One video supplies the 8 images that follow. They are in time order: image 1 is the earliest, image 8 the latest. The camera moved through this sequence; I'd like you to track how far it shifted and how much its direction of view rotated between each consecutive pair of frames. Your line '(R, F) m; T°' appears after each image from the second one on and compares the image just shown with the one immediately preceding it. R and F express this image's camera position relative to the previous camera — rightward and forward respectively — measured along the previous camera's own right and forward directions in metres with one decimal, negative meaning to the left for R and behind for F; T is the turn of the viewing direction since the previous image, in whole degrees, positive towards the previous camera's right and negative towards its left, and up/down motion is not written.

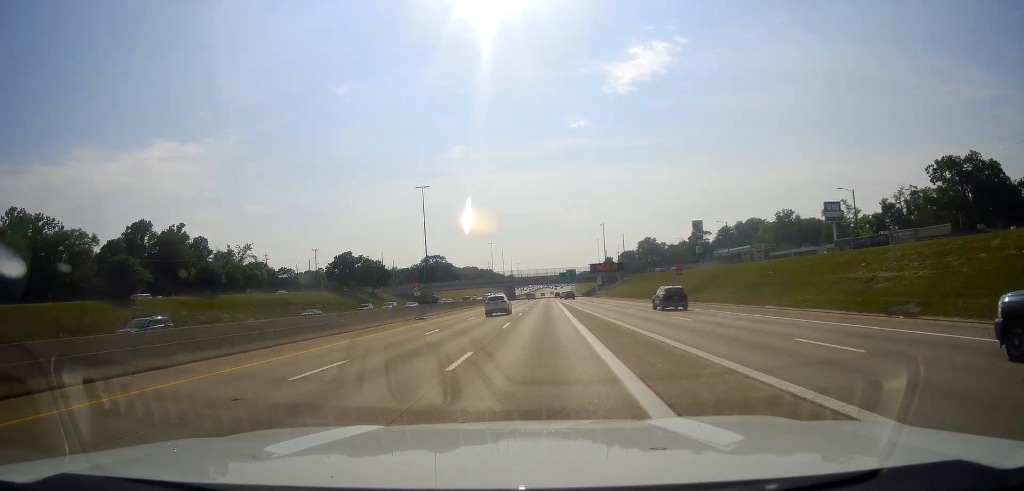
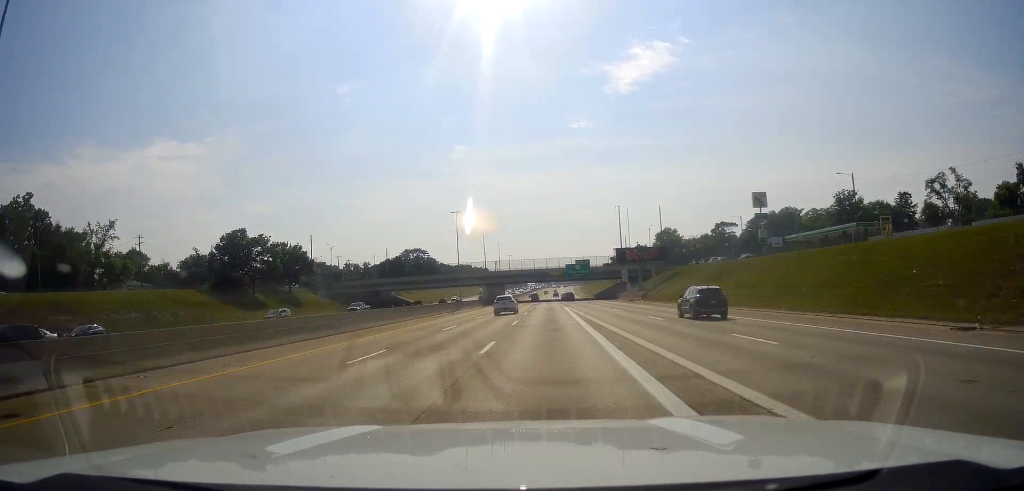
(+0.8, +57.0) m; +1°
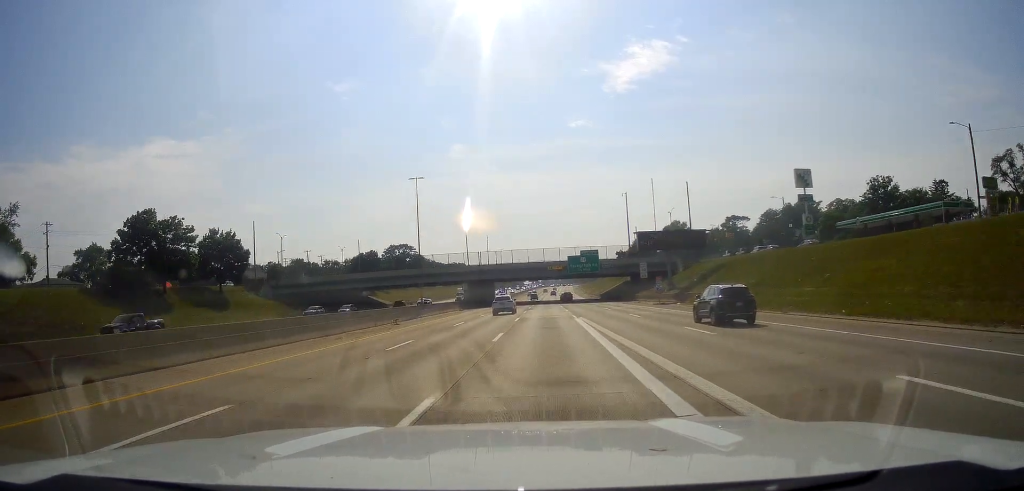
(-0.2, +25.9) m; 0°
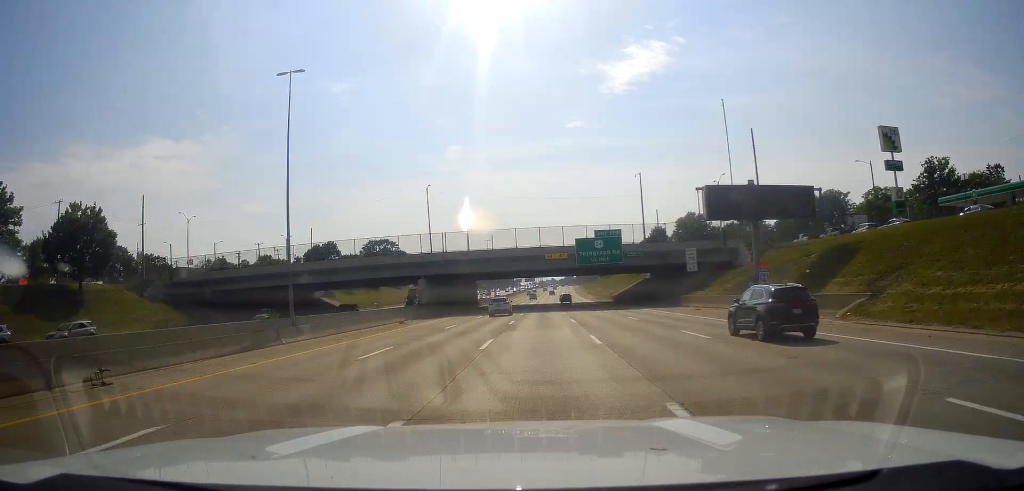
(0.0, +32.4) m; 0°
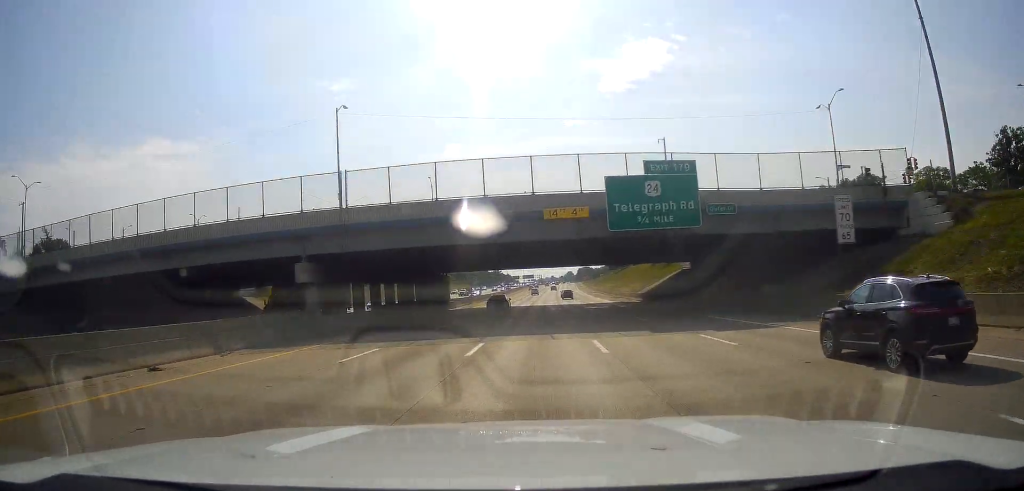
(+0.1, +33.0) m; 0°
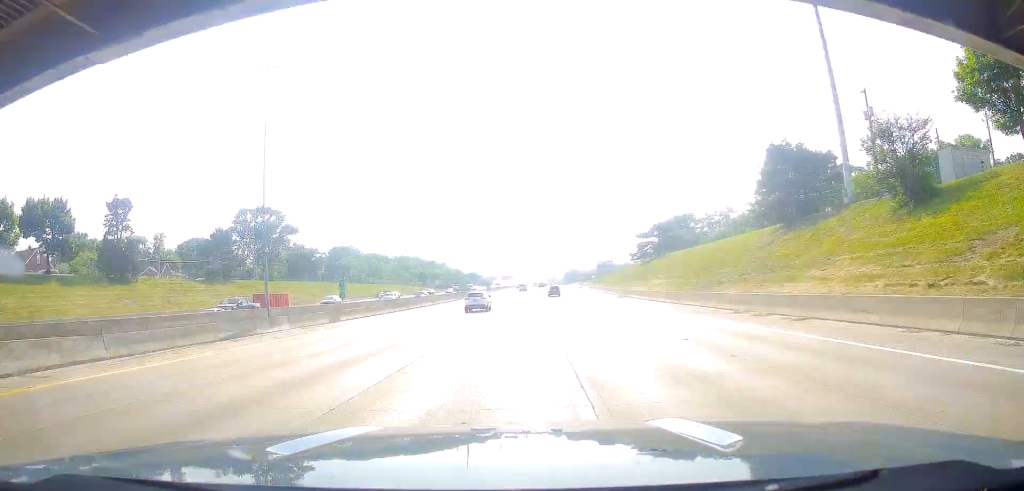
(-0.3, +75.3) m; +1°
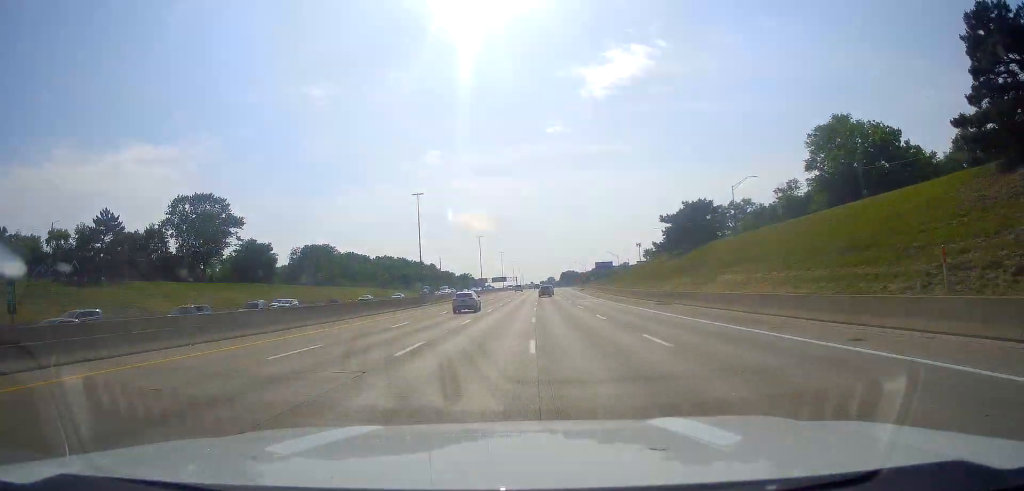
(+0.3, +30.7) m; +1°
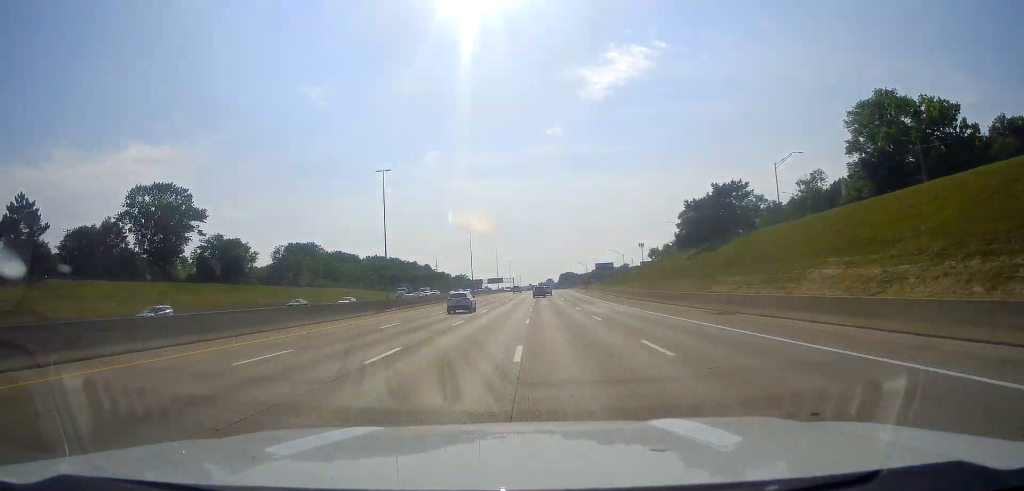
(+0.2, +16.9) m; 0°
